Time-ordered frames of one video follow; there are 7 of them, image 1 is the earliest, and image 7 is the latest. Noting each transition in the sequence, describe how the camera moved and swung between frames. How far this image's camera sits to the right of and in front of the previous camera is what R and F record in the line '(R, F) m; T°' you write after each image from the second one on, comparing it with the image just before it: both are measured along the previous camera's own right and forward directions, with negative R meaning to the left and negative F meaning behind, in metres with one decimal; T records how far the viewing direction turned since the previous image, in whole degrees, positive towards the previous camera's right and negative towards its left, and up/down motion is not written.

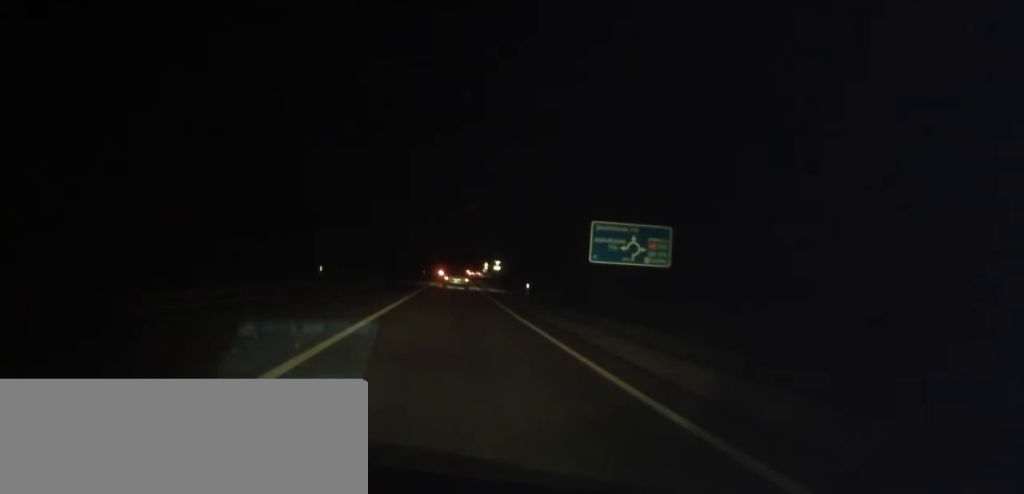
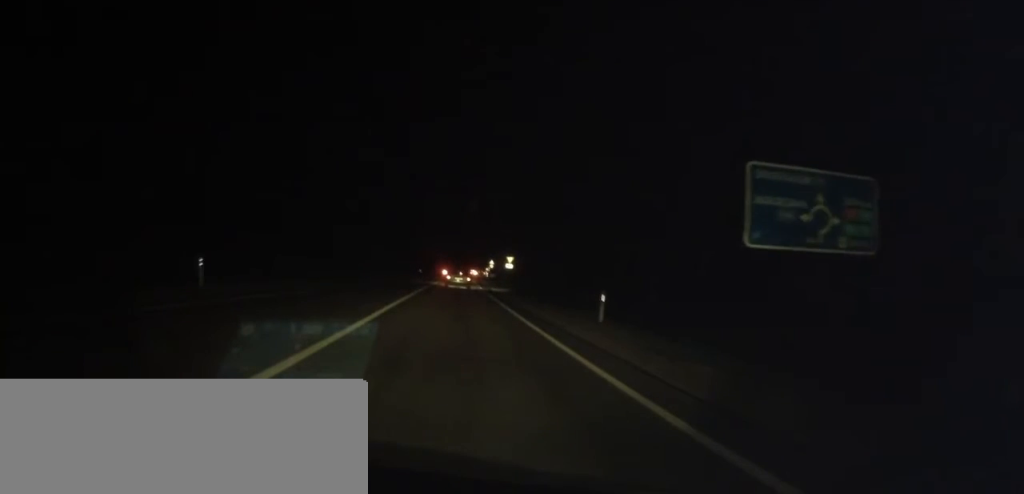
(+0.1, +19.6) m; +1°
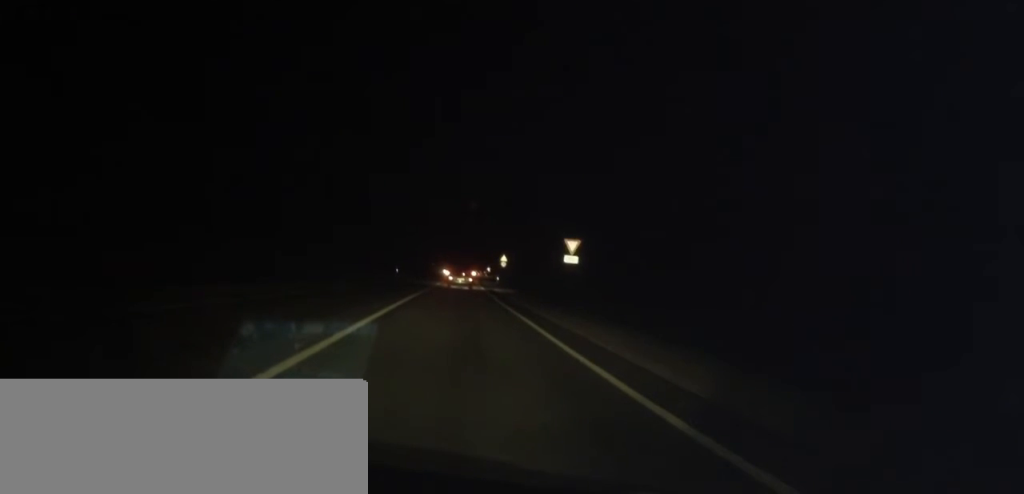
(+0.3, +40.8) m; +1°
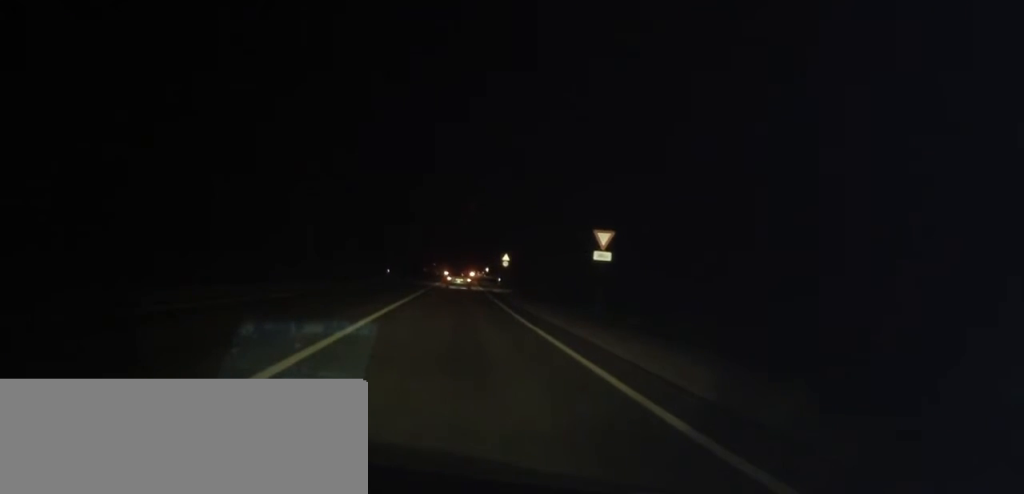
(+0.1, +7.7) m; 0°
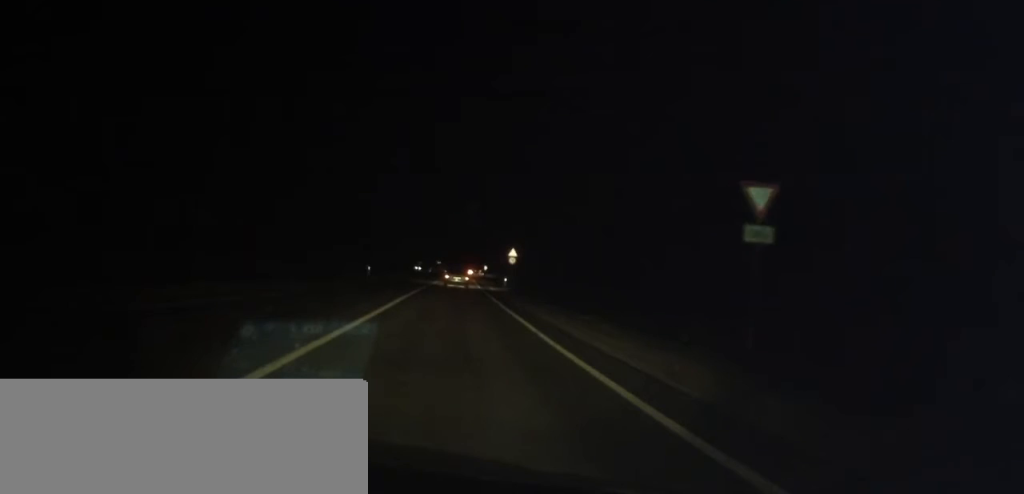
(-0.2, +14.1) m; 0°
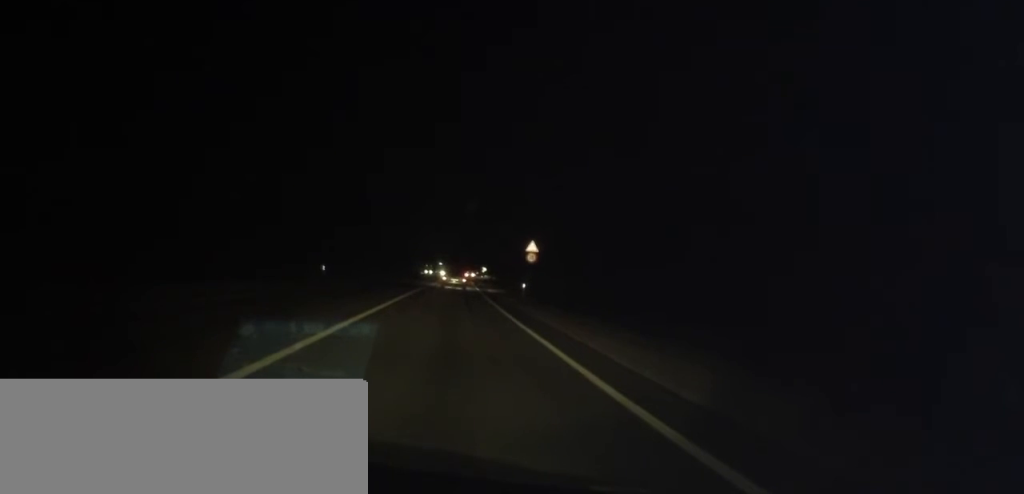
(+0.3, +19.6) m; +1°
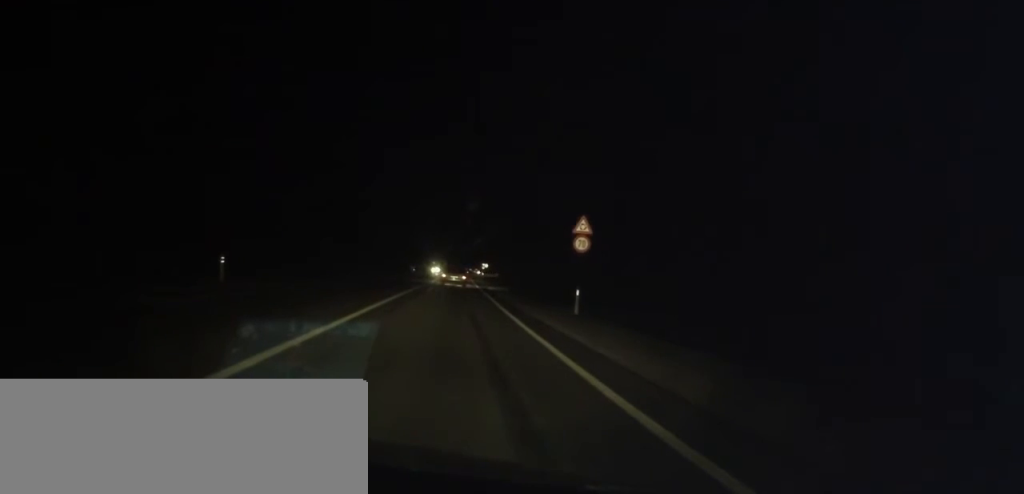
(-0.1, +18.3) m; -1°
